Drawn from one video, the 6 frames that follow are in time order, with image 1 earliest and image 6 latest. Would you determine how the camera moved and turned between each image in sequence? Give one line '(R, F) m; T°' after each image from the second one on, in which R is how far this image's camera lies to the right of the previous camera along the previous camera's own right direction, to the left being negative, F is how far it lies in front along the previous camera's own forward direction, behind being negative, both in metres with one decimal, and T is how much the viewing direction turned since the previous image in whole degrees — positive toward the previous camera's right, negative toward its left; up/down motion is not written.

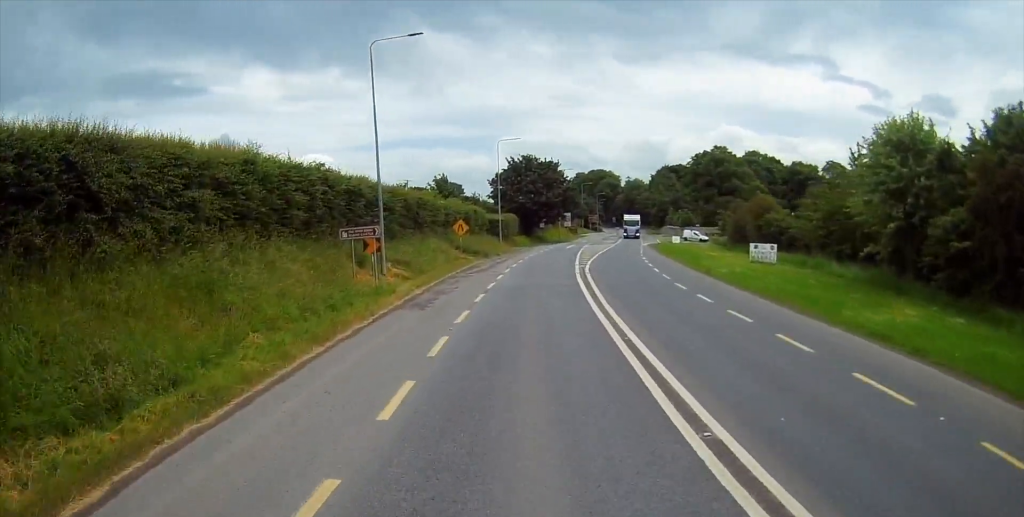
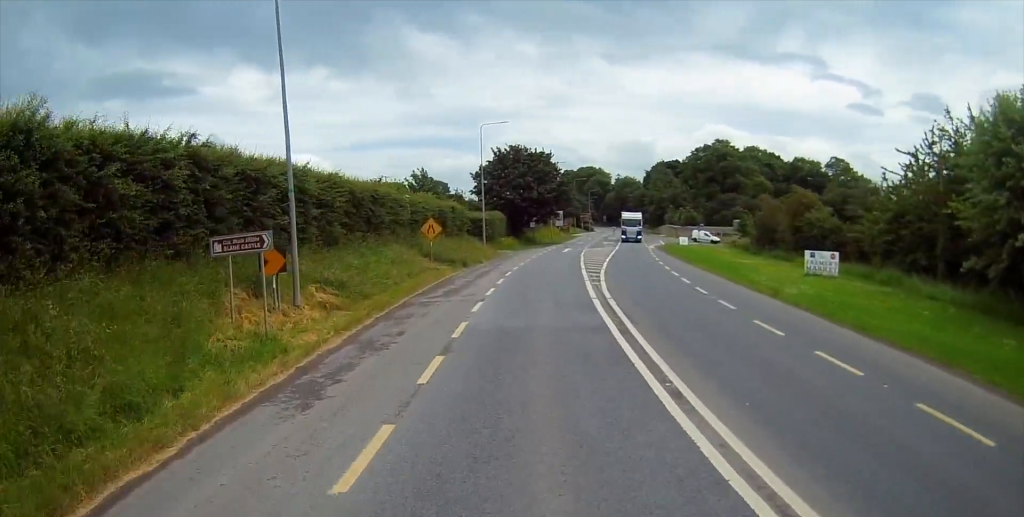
(0.0, +10.4) m; 0°
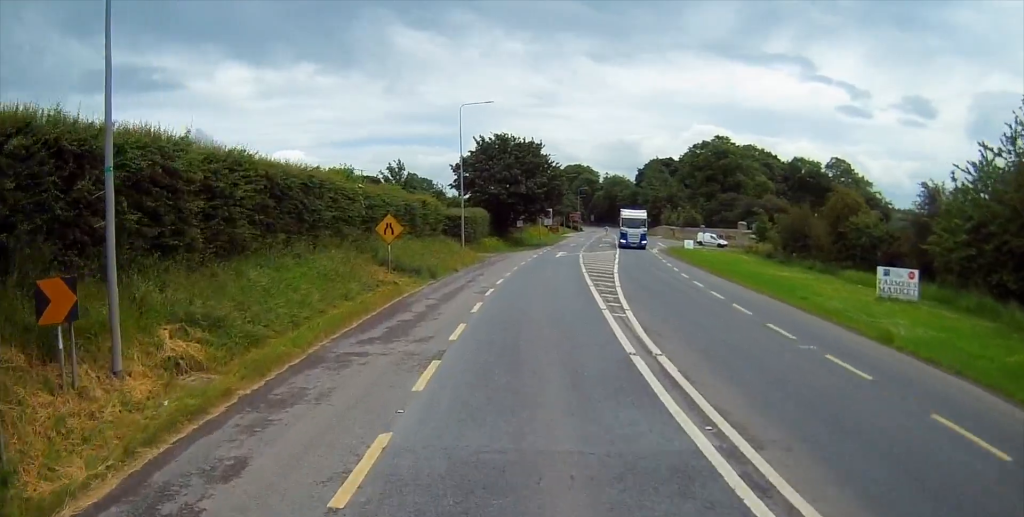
(0.0, +8.7) m; +1°
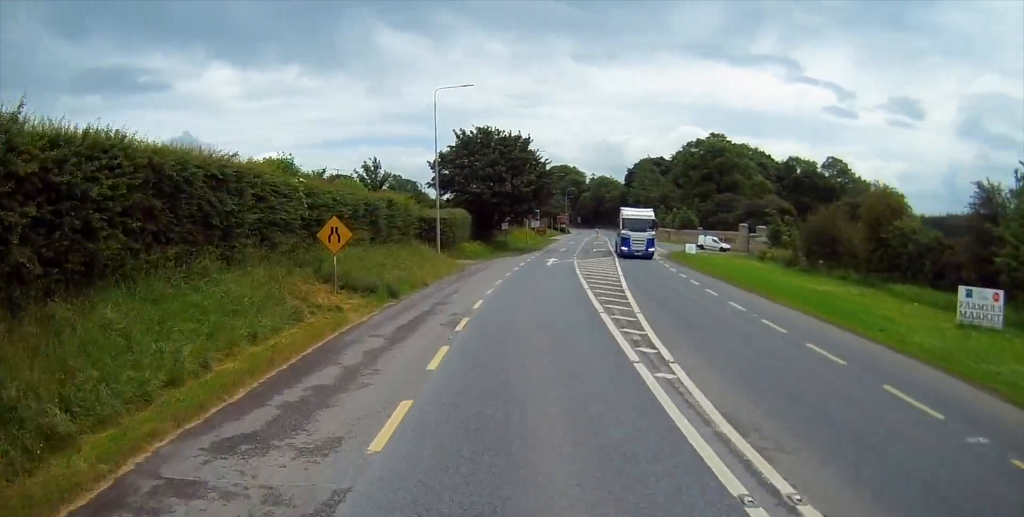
(0.0, +6.5) m; +1°
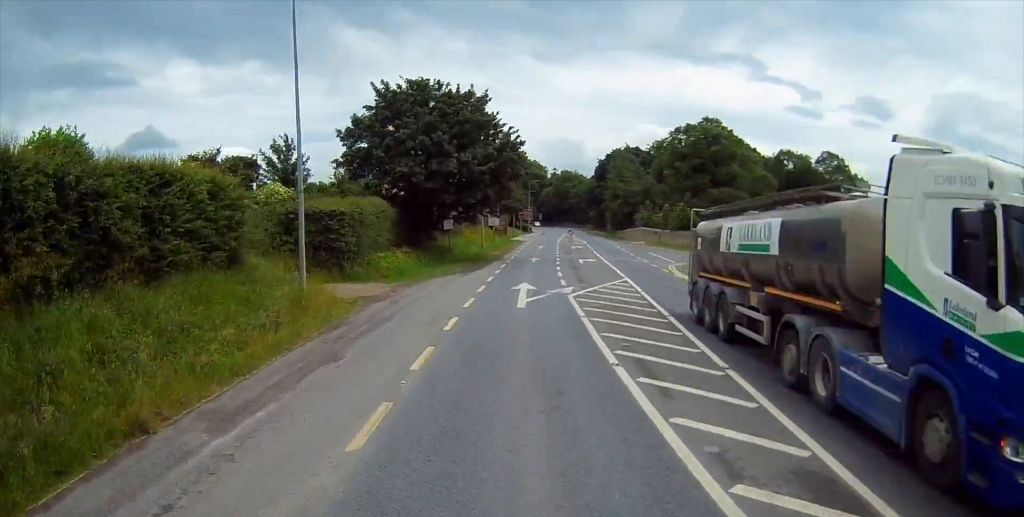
(+0.5, +19.9) m; +4°
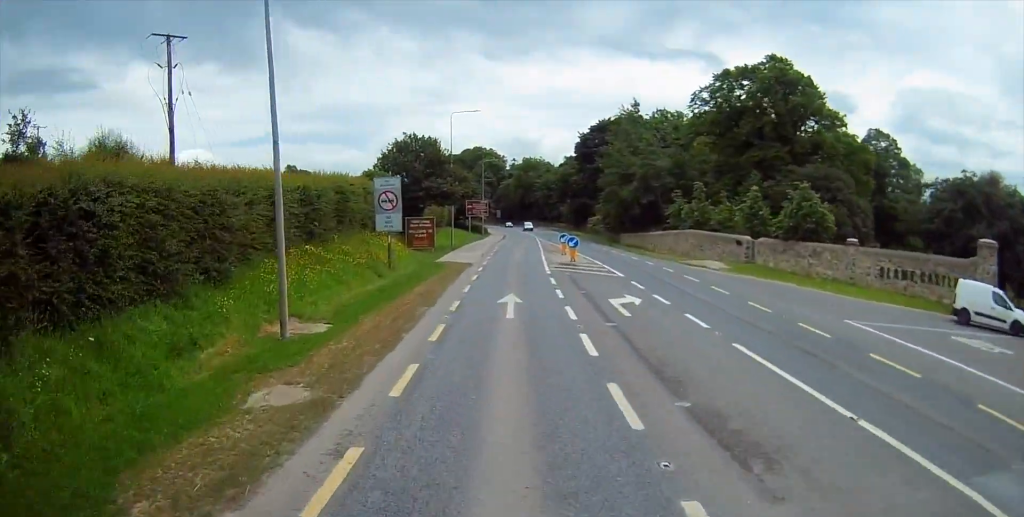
(+1.9, +42.5) m; +4°
